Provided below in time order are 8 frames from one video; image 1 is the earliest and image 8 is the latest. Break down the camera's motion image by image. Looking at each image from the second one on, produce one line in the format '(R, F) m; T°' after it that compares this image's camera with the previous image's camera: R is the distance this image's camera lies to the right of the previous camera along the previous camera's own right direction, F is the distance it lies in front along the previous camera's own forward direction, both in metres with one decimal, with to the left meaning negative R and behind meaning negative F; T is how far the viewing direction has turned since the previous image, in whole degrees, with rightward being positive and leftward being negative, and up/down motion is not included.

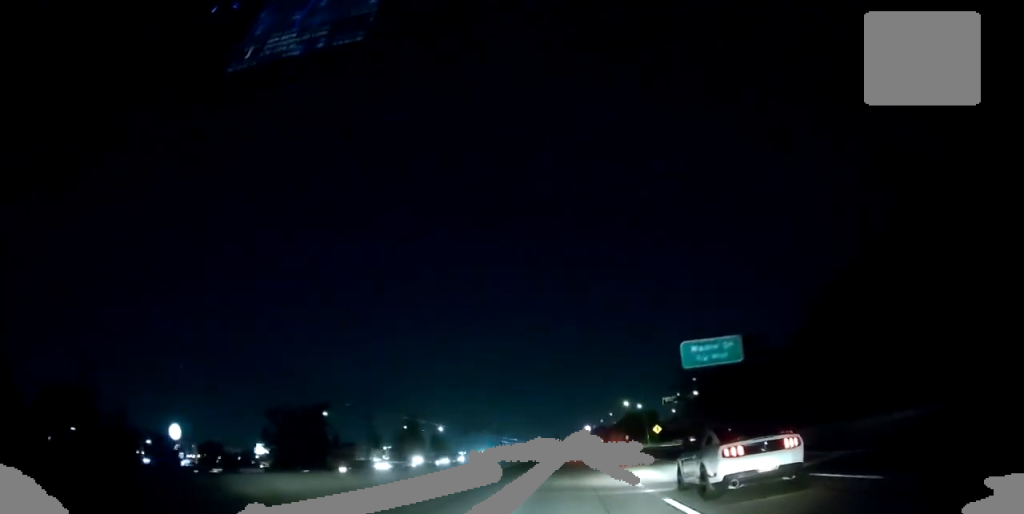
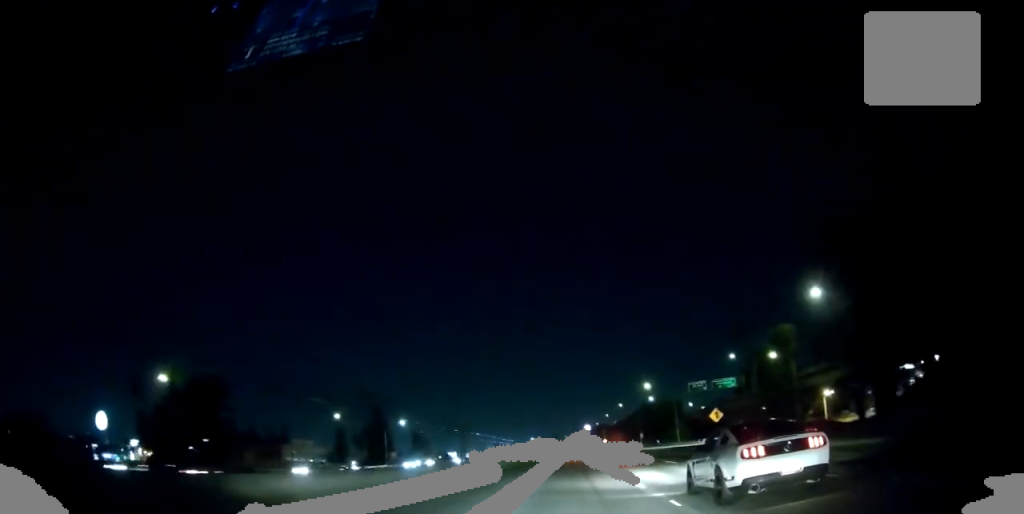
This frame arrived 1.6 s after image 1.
(0.0, +50.5) m; 0°
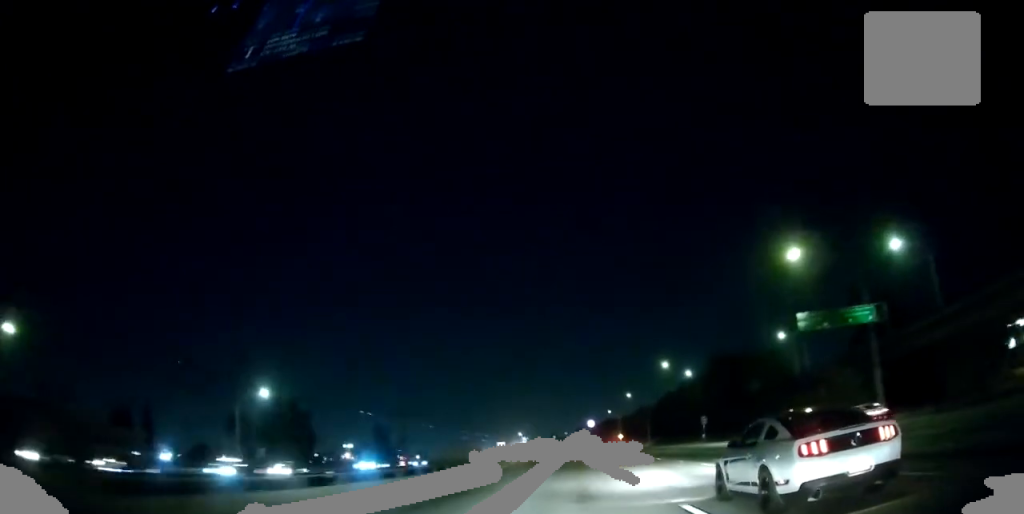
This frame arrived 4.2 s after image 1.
(-0.2, +81.9) m; 0°
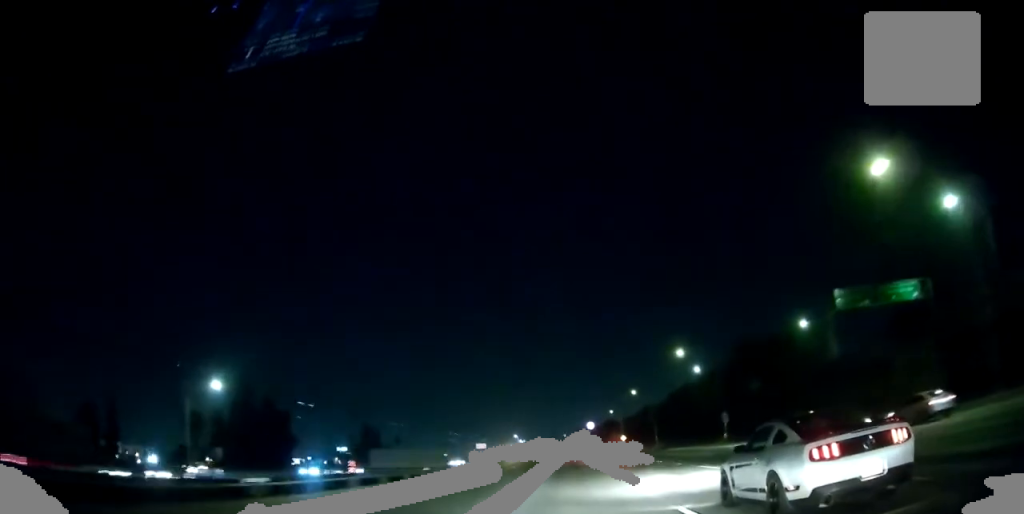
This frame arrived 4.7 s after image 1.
(0.0, +14.7) m; 0°
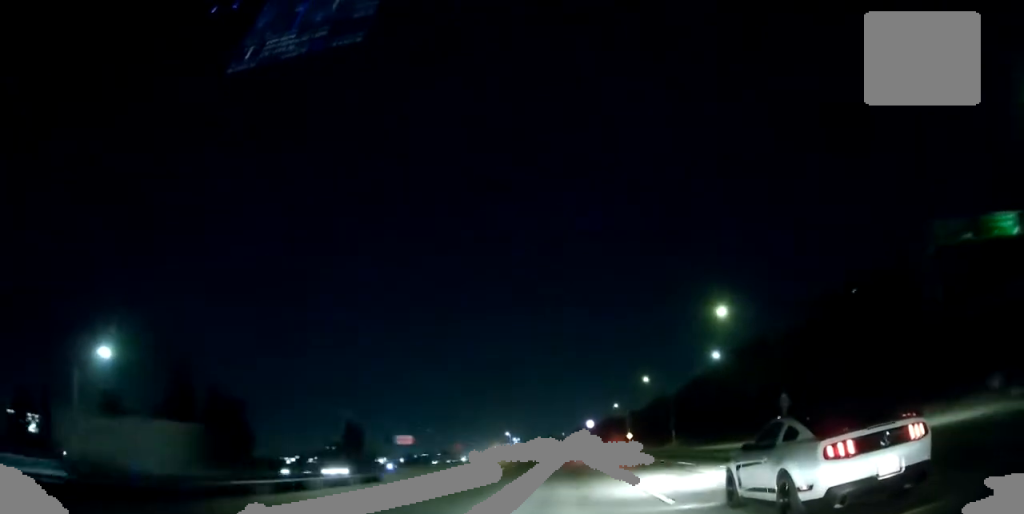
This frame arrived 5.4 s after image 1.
(-0.2, +23.1) m; 0°
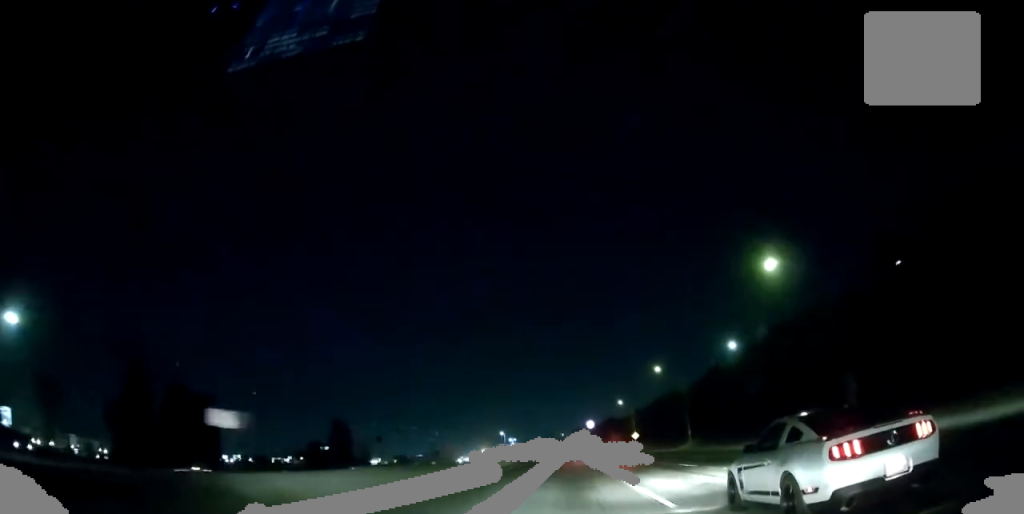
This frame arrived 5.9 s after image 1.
(+0.1, +15.7) m; 0°
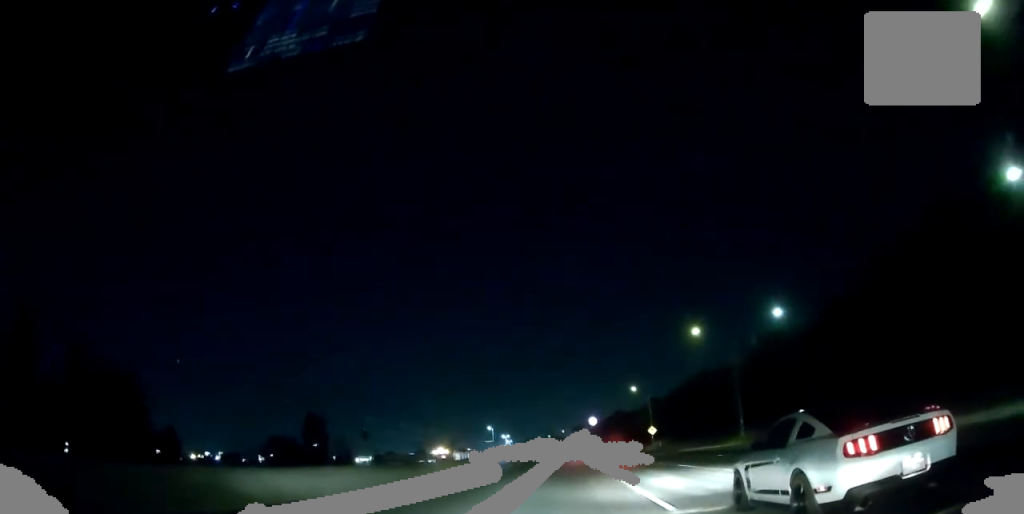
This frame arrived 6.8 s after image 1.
(+0.1, +29.5) m; 0°
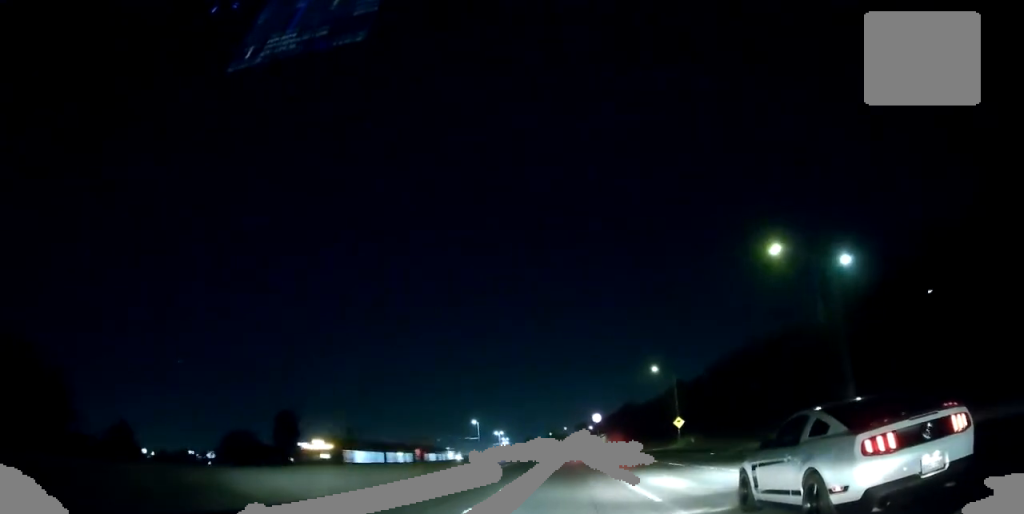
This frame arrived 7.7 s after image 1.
(-0.1, +26.5) m; 0°
